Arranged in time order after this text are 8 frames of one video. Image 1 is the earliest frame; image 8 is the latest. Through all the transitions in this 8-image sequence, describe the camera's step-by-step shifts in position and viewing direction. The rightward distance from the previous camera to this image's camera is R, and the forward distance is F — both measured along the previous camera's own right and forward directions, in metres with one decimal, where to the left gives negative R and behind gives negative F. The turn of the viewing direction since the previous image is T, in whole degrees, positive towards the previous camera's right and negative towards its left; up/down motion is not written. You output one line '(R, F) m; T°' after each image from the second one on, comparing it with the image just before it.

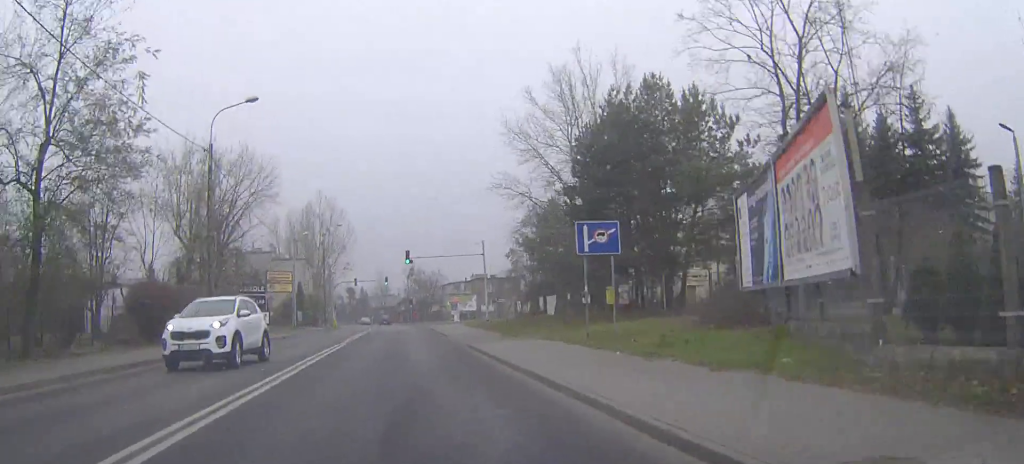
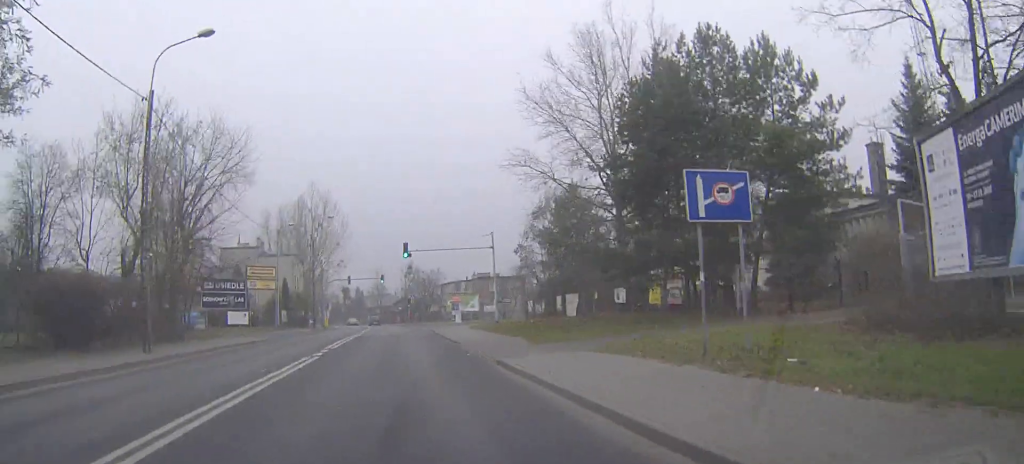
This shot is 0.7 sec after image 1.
(0.0, +8.1) m; 0°
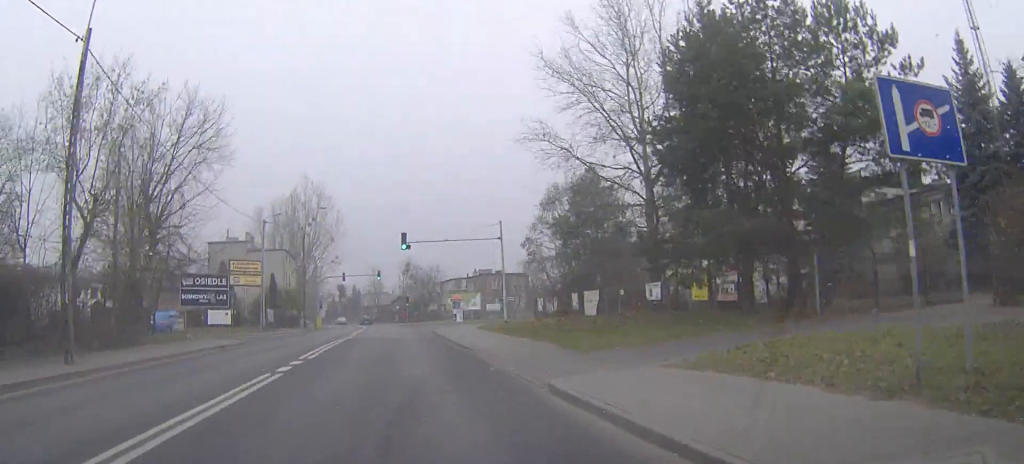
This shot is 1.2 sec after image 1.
(0.0, +6.1) m; 0°
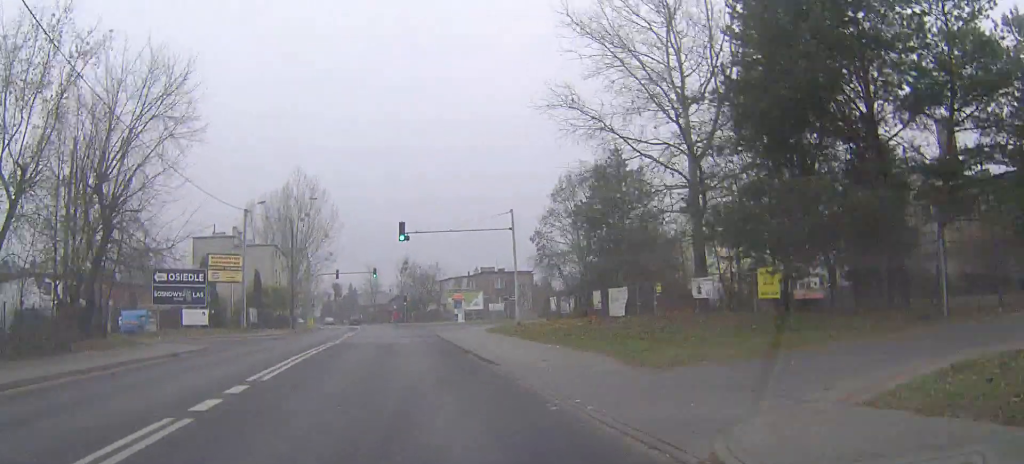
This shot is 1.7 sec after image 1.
(0.0, +6.1) m; 0°
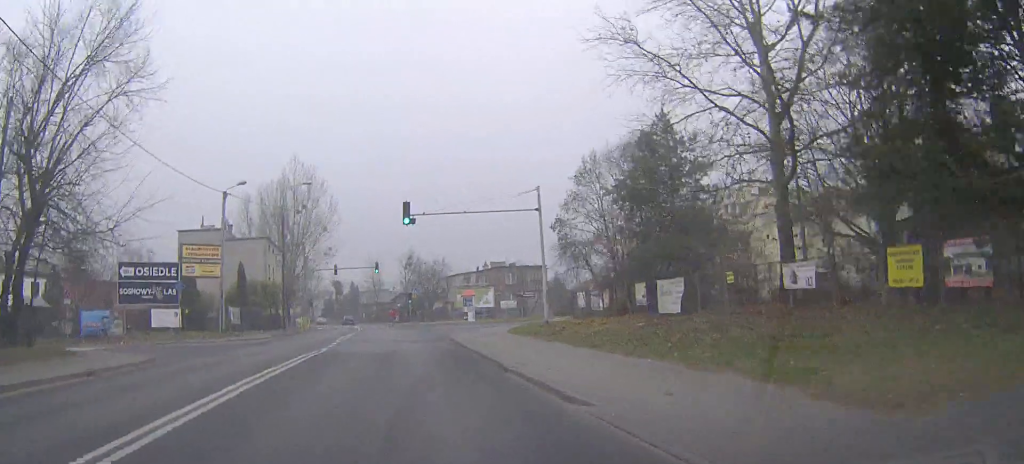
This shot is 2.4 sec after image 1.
(0.0, +7.5) m; 0°
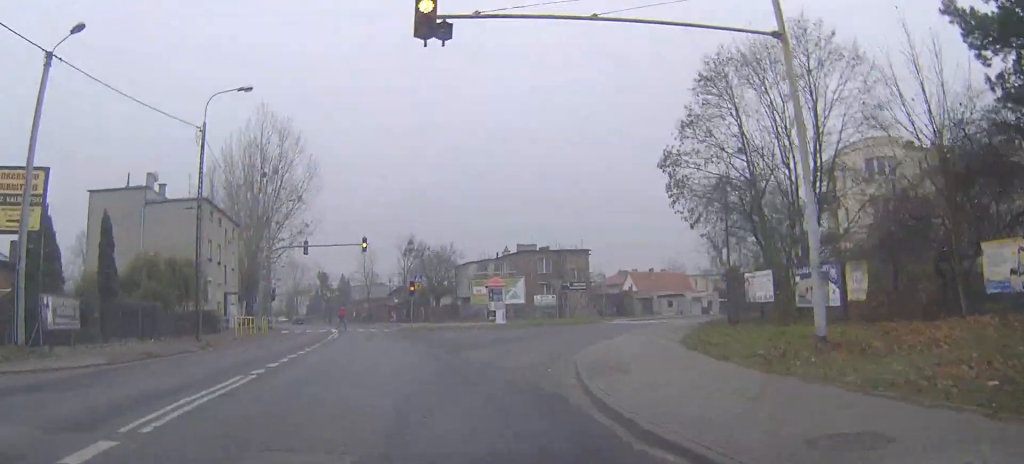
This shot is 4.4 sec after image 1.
(0.0, +24.6) m; 0°
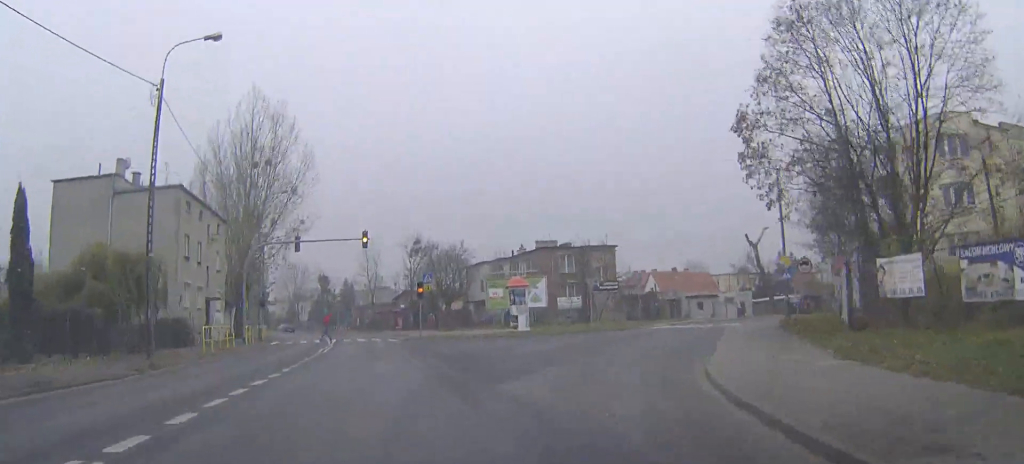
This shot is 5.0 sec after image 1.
(0.0, +7.4) m; 0°
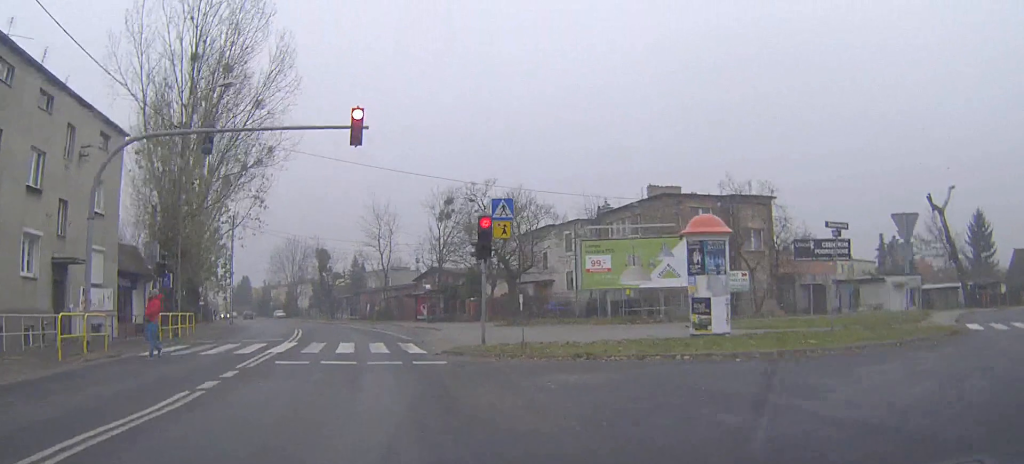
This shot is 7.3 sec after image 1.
(-0.3, +27.4) m; -1°
